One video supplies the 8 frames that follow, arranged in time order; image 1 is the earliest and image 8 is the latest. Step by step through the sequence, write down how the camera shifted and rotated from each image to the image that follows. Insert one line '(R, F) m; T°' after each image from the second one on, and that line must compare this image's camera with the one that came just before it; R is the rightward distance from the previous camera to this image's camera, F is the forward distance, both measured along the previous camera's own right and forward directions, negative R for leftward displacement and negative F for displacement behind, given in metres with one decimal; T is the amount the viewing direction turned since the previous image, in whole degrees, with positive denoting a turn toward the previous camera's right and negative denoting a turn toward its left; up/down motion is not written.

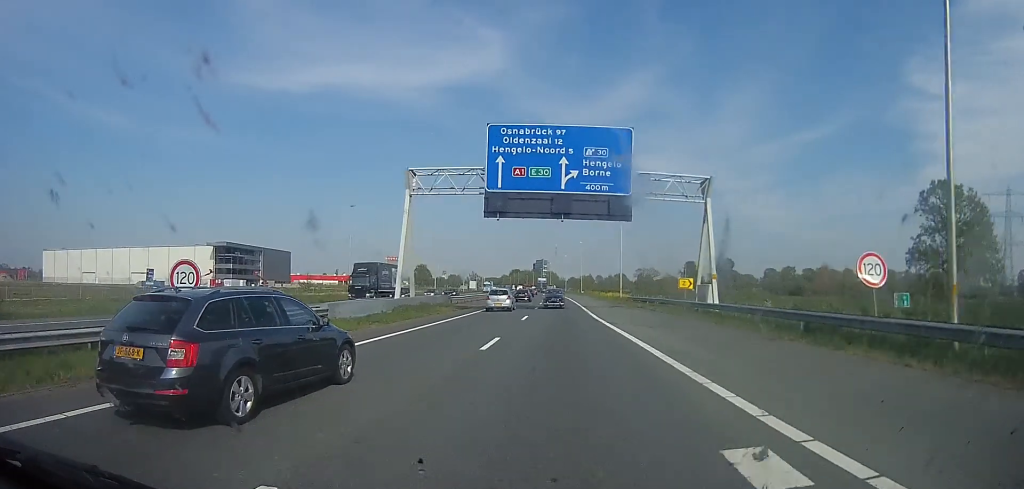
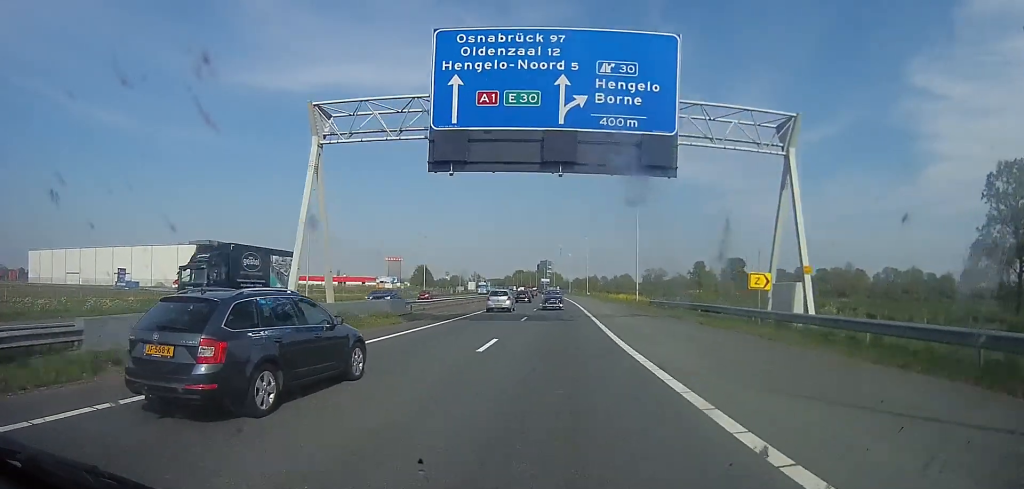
(-0.3, +12.2) m; 0°
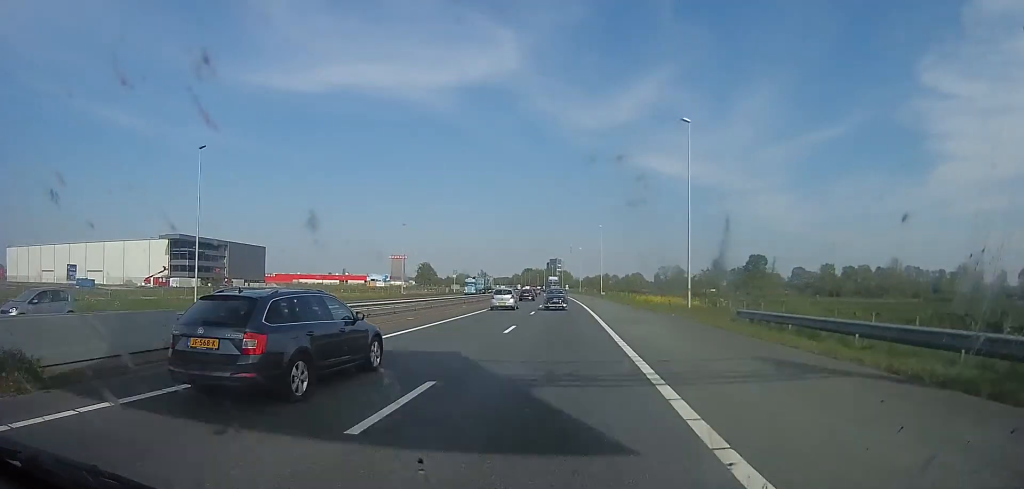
(-0.8, +19.4) m; 0°
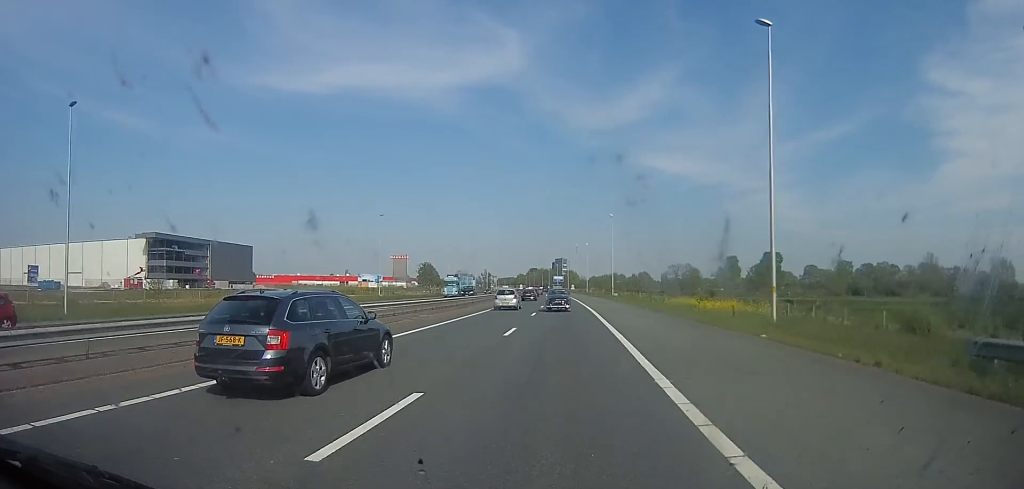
(+0.8, +12.9) m; 0°
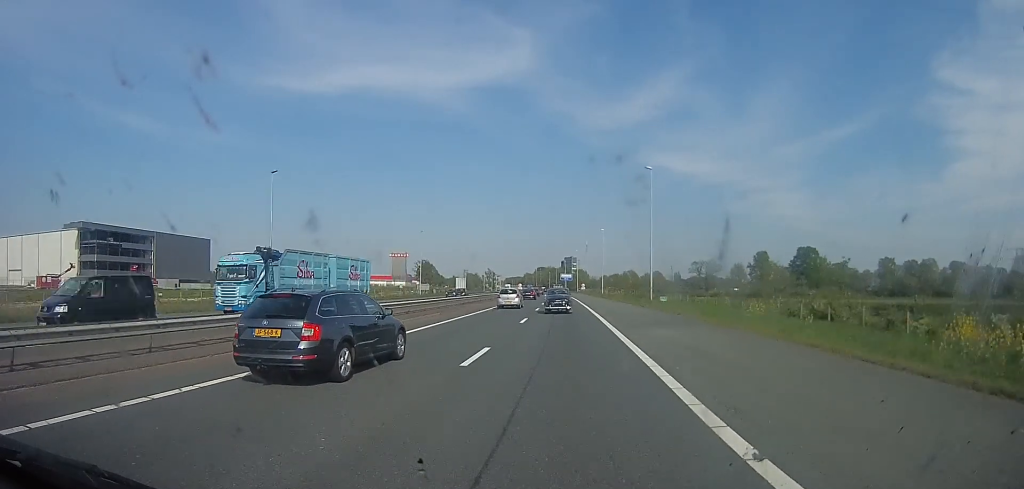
(-1.1, +30.5) m; -4°
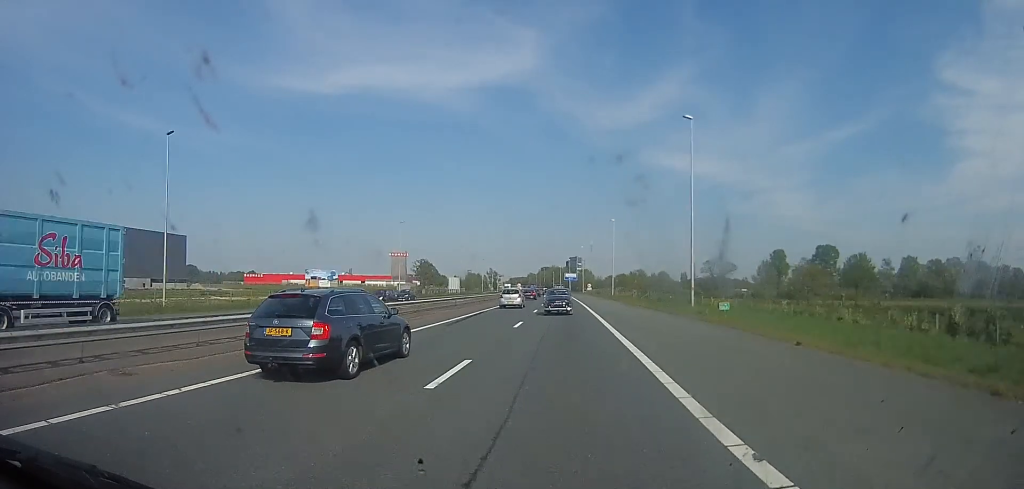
(0.0, +14.4) m; 0°
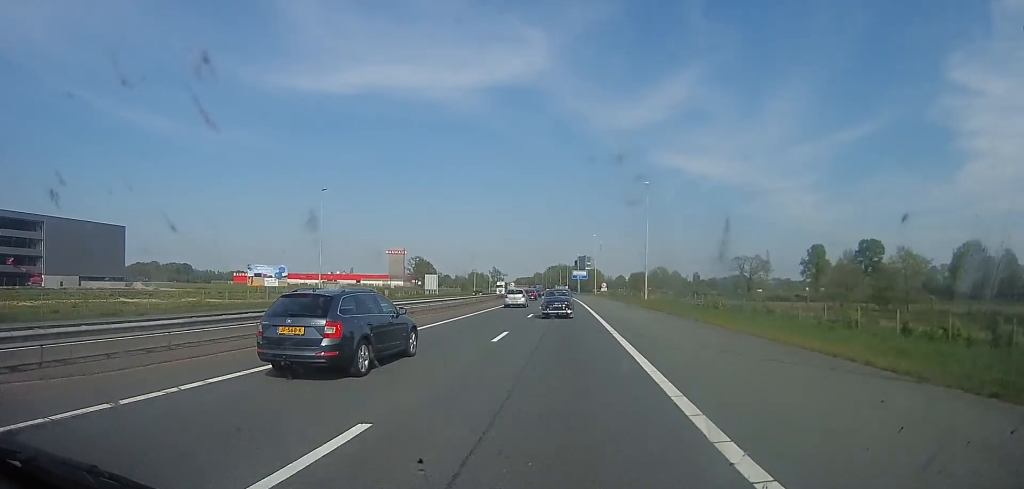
(-0.1, +29.5) m; -3°
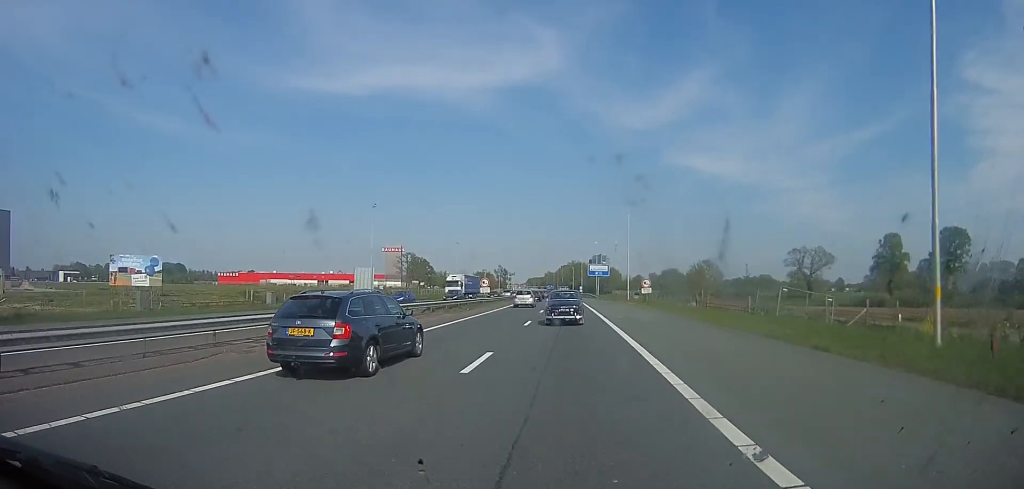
(-0.8, +41.9) m; +1°
